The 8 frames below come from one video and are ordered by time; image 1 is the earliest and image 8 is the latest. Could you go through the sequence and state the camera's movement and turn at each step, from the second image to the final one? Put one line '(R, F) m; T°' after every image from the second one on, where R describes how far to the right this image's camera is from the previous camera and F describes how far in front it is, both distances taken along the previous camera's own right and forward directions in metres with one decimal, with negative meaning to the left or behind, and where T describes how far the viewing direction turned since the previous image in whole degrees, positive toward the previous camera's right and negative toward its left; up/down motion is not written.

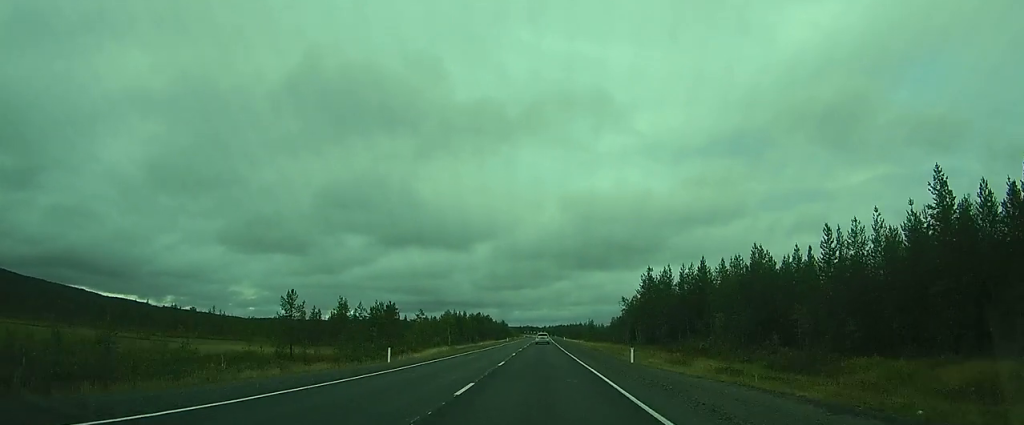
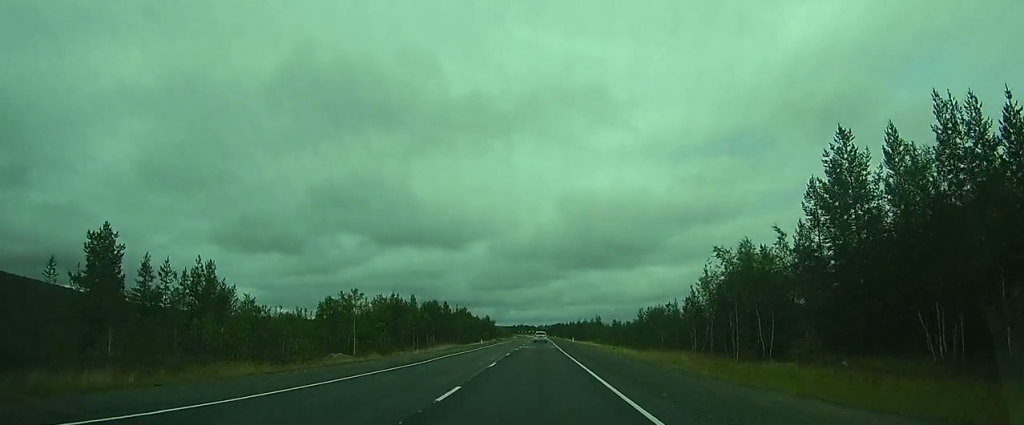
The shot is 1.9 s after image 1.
(+0.2, +41.7) m; 0°
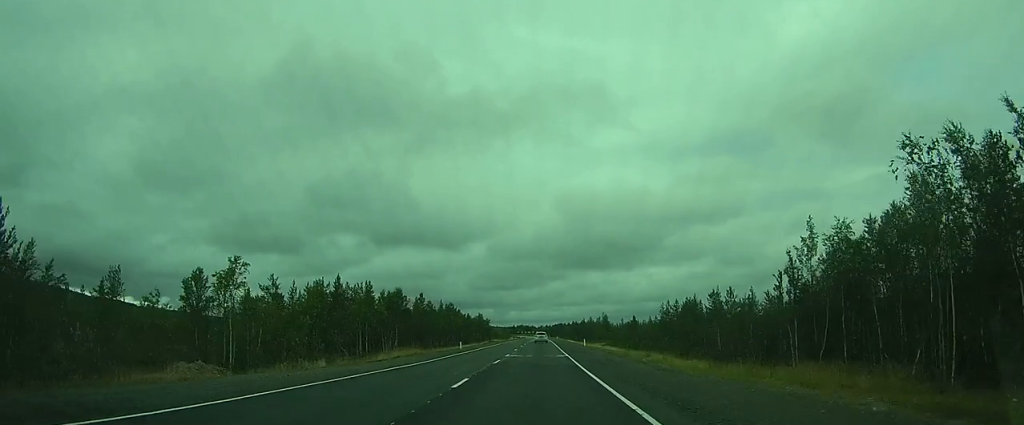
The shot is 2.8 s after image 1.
(0.0, +21.7) m; 0°
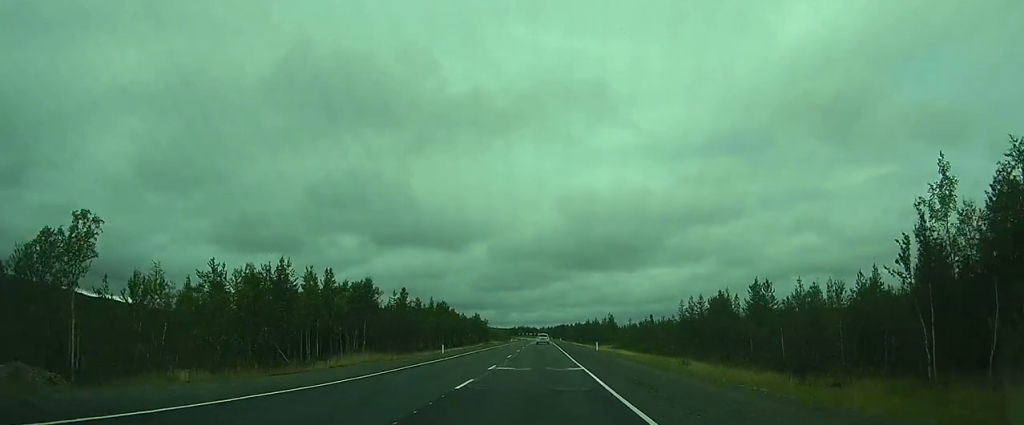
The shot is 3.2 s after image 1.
(0.0, +12.1) m; 0°
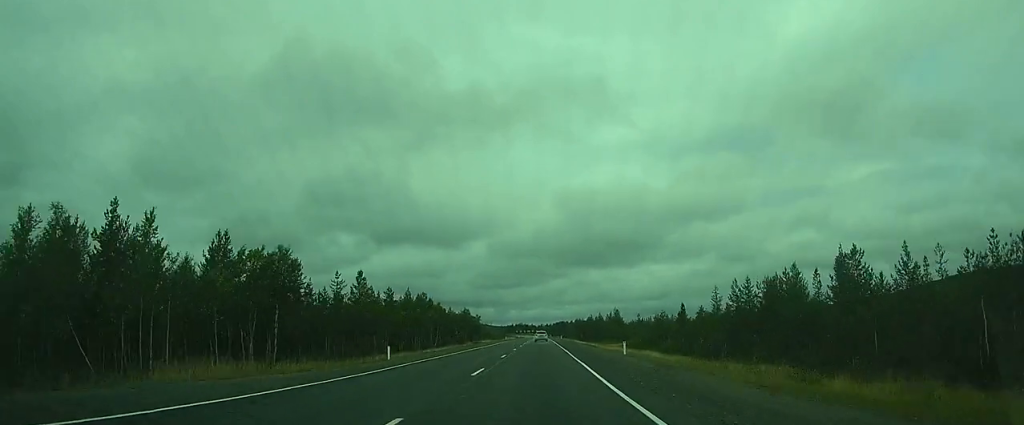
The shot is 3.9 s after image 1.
(-0.1, +17.0) m; 0°
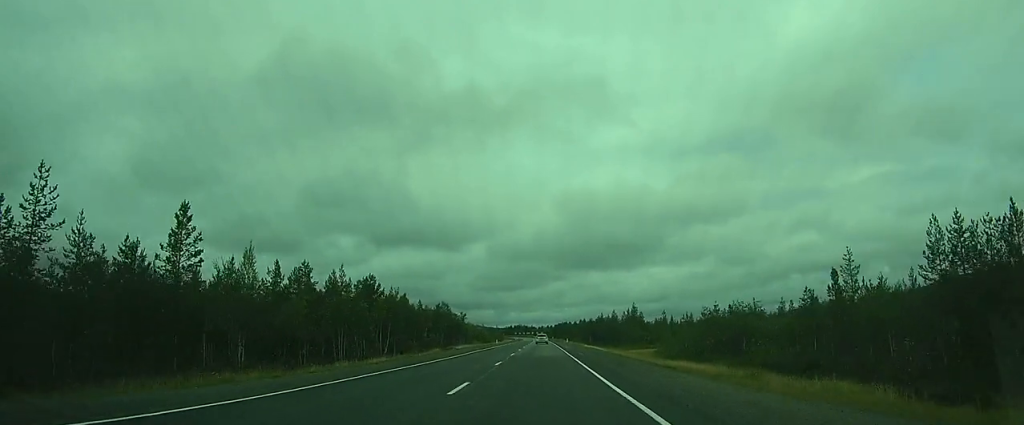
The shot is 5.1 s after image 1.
(-0.1, +27.9) m; 0°
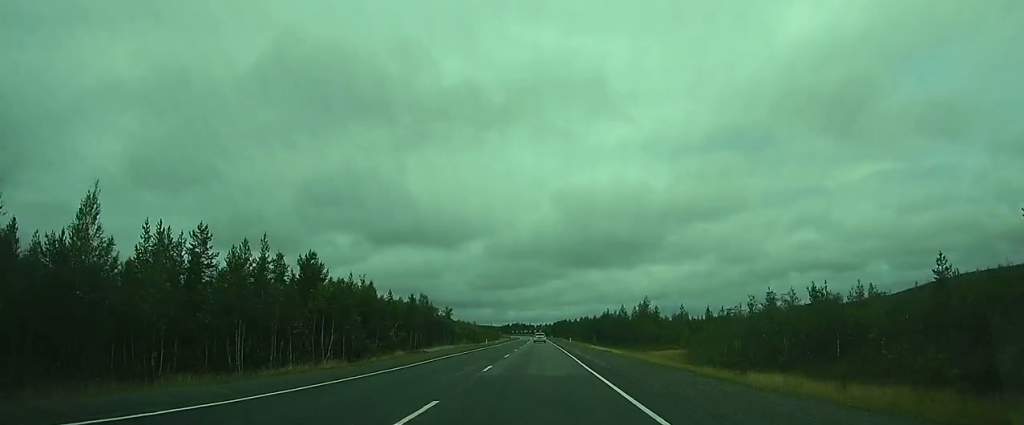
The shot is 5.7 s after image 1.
(0.0, +14.4) m; 0°
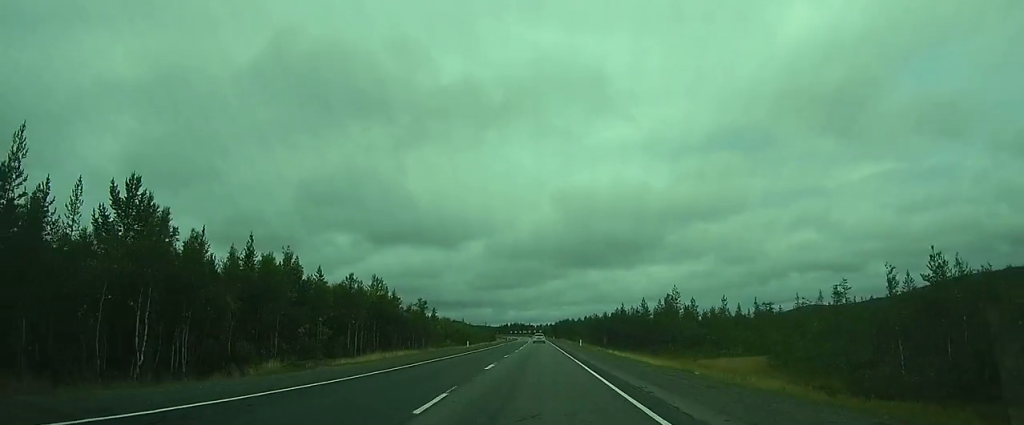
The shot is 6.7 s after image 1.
(0.0, +20.7) m; 0°
